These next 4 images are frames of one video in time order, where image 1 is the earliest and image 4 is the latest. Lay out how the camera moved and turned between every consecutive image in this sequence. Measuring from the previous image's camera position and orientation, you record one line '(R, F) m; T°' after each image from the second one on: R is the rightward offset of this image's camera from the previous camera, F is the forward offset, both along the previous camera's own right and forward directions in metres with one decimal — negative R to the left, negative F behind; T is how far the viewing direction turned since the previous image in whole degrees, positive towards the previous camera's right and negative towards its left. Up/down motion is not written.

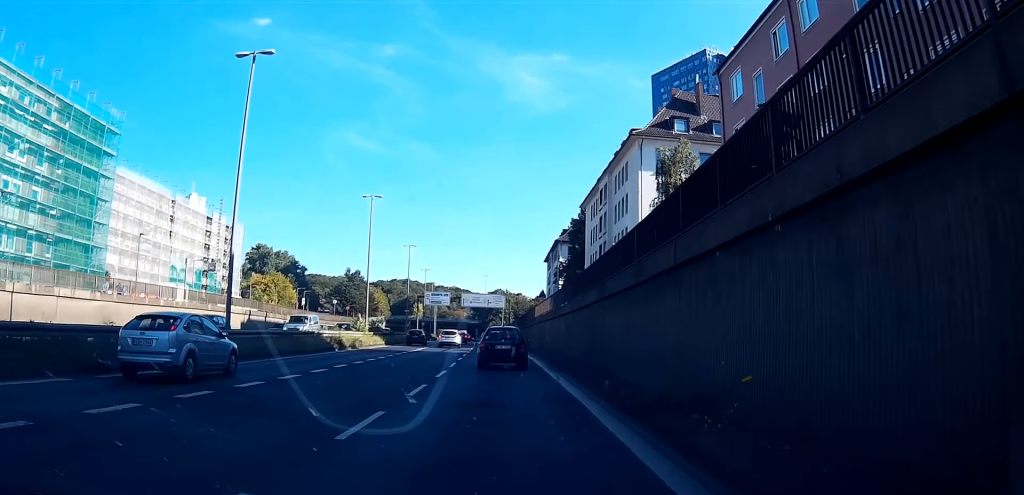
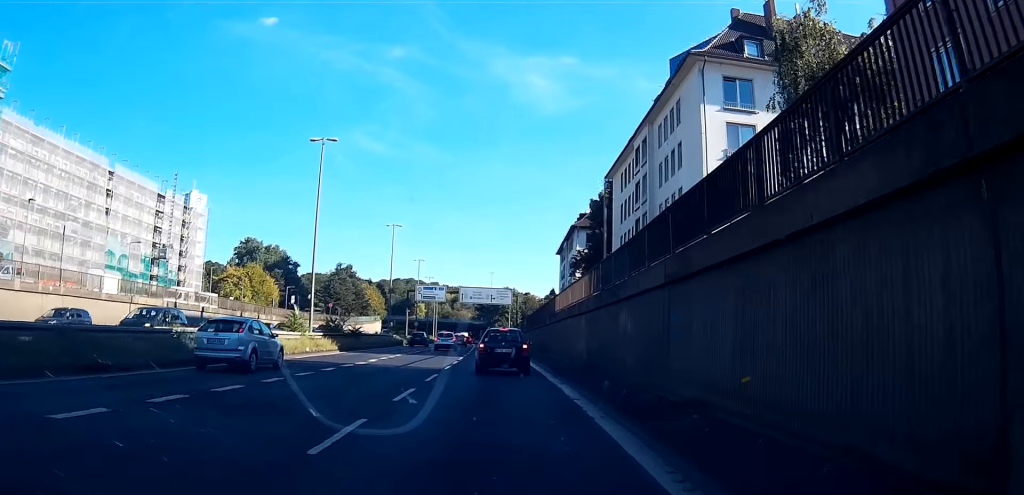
(+1.5, +18.8) m; +6°
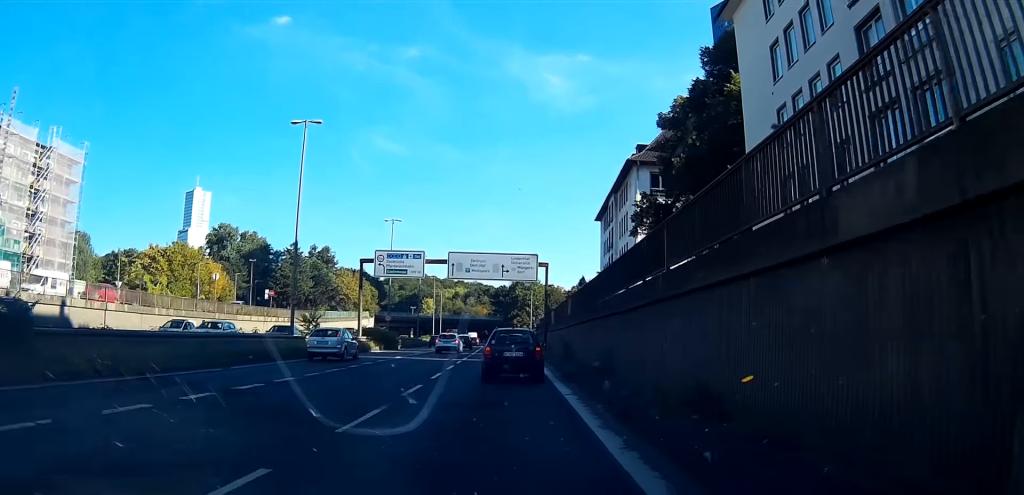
(-0.4, +38.5) m; -2°
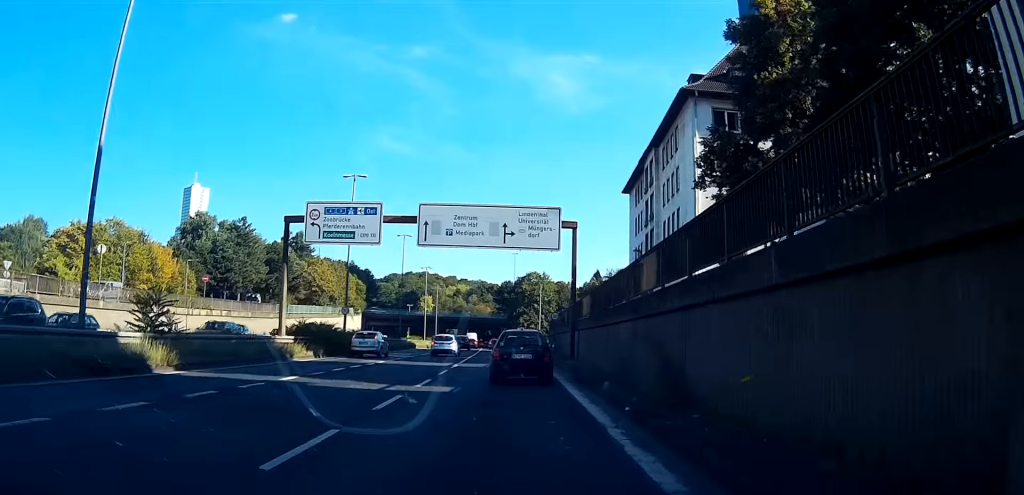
(-0.1, +23.0) m; 0°
